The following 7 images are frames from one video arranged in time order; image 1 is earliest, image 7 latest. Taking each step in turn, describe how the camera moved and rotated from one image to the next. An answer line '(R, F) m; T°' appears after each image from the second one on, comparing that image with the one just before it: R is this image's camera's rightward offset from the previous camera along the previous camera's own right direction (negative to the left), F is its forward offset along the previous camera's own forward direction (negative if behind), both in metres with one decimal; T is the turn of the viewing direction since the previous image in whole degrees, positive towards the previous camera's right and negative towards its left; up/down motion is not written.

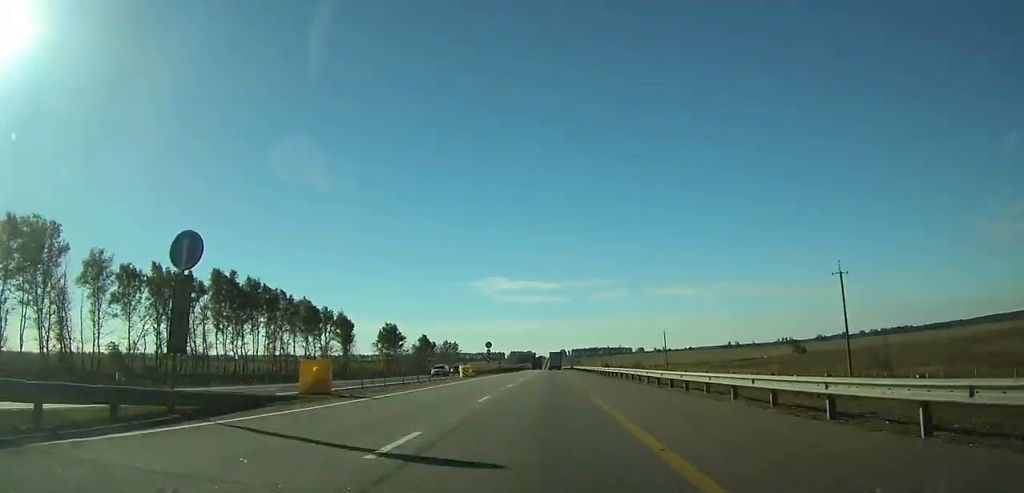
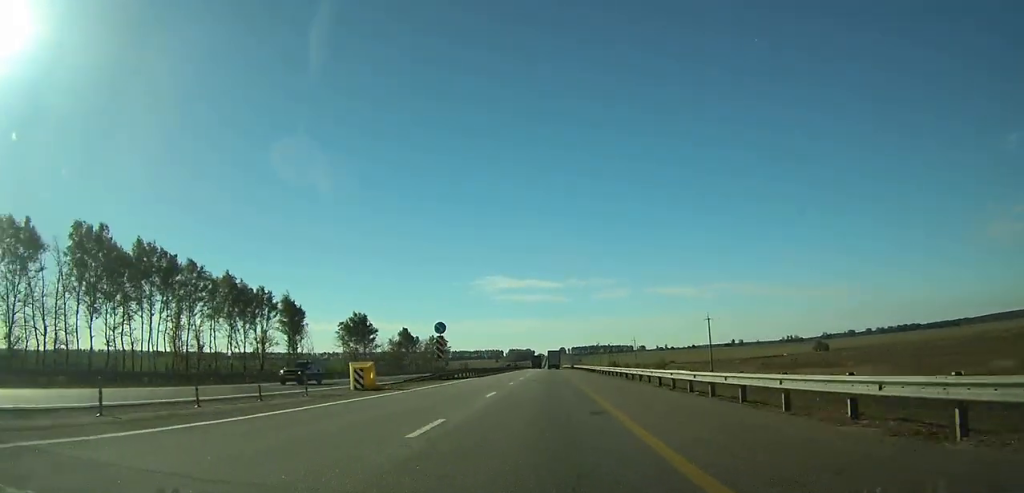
(0.0, +32.6) m; 0°
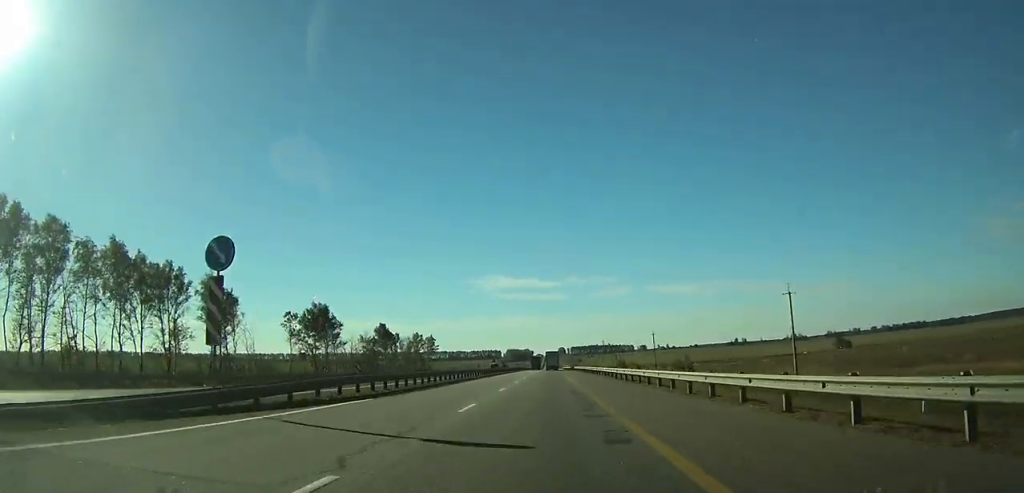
(0.0, +29.4) m; 0°
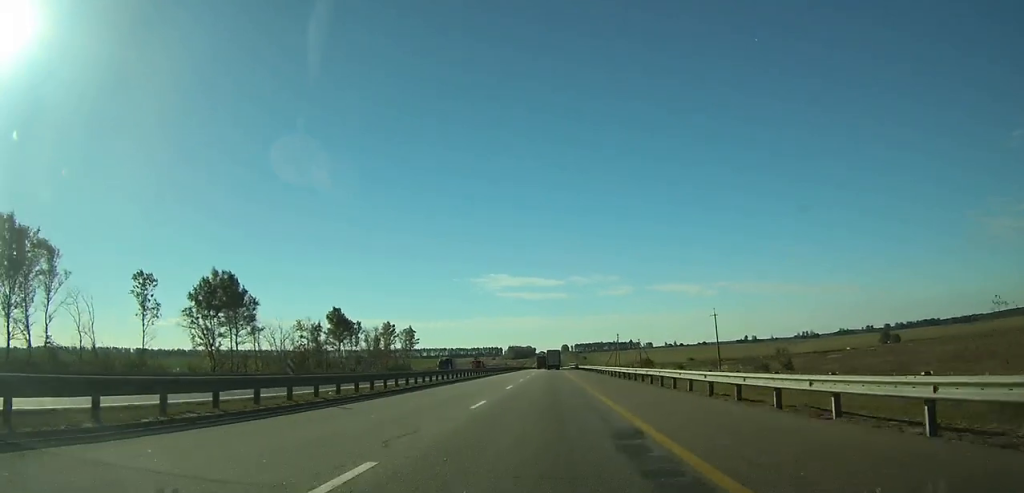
(-0.1, +49.1) m; 0°
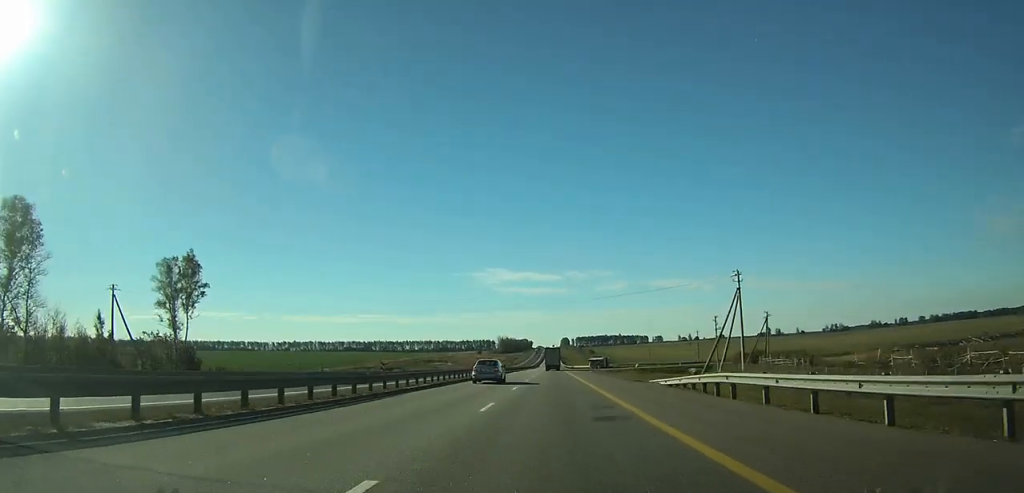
(+0.5, +144.8) m; 0°
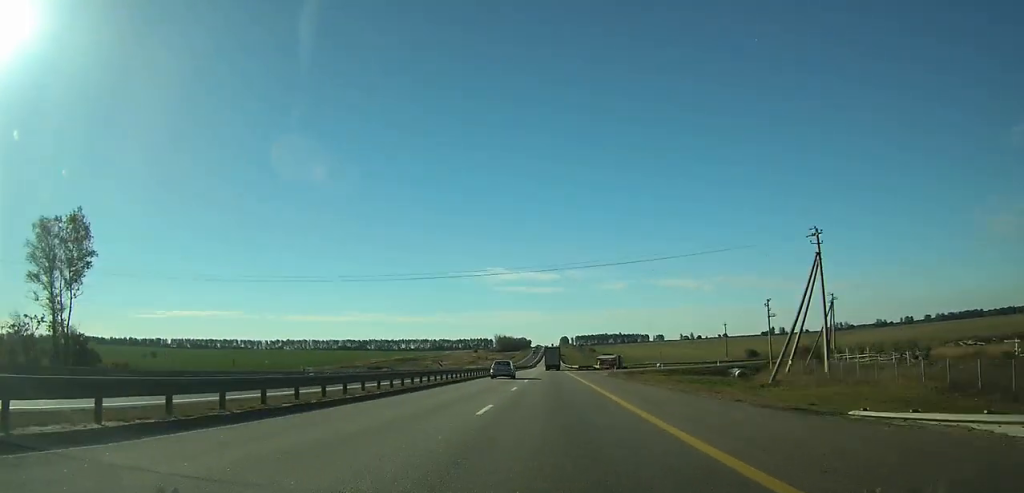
(0.0, +23.7) m; 0°
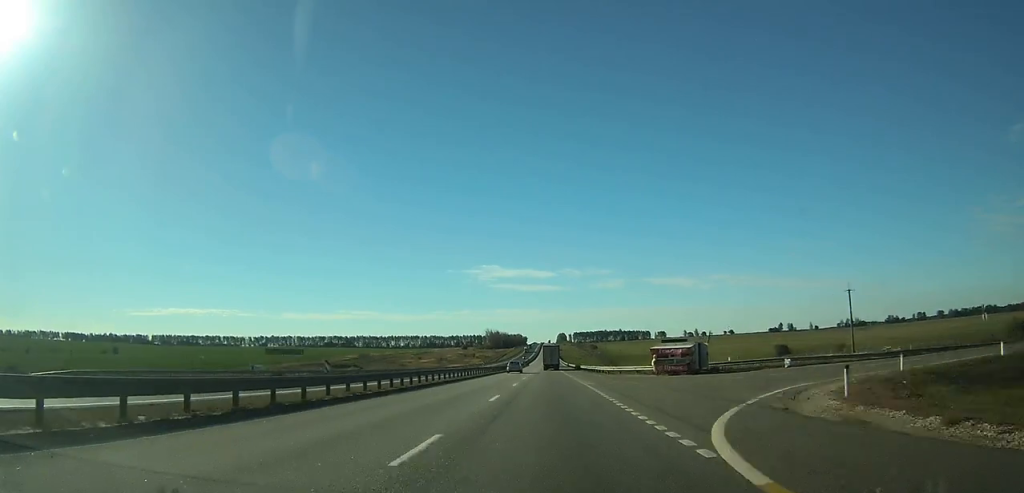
(+0.1, +54.4) m; 0°
